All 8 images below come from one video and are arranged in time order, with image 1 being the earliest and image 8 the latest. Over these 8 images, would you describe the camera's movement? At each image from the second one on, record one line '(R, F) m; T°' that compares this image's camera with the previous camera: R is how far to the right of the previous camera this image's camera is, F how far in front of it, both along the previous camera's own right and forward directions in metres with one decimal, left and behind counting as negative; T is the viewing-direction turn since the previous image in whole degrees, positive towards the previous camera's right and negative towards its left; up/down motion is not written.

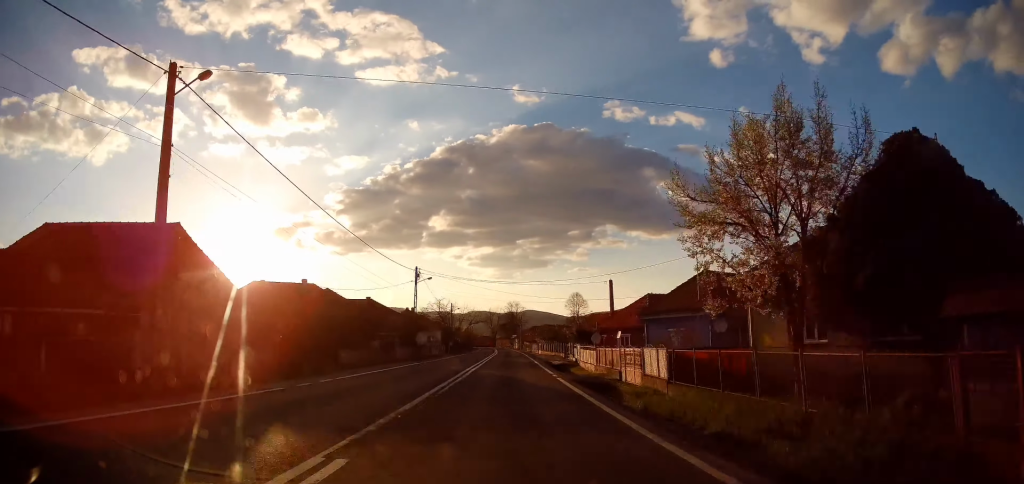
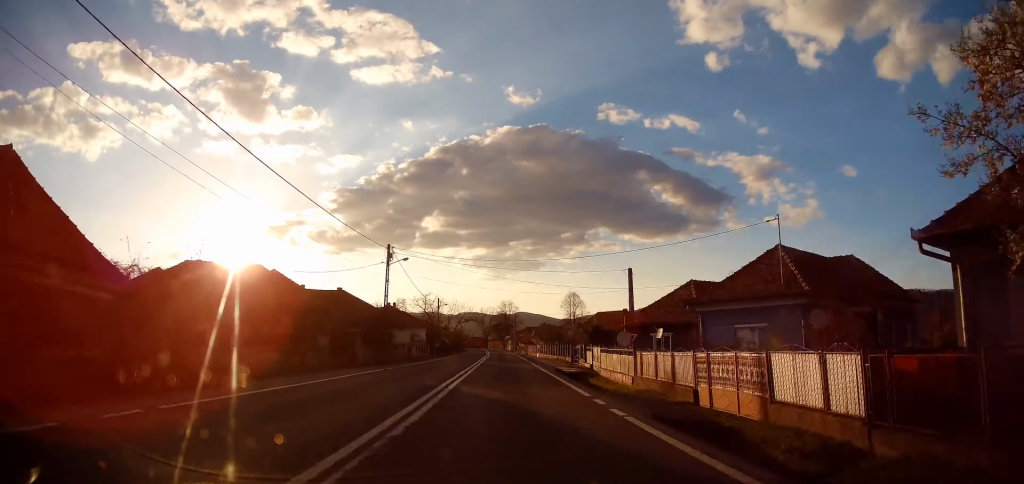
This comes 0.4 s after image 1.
(+0.1, +10.0) m; +3°
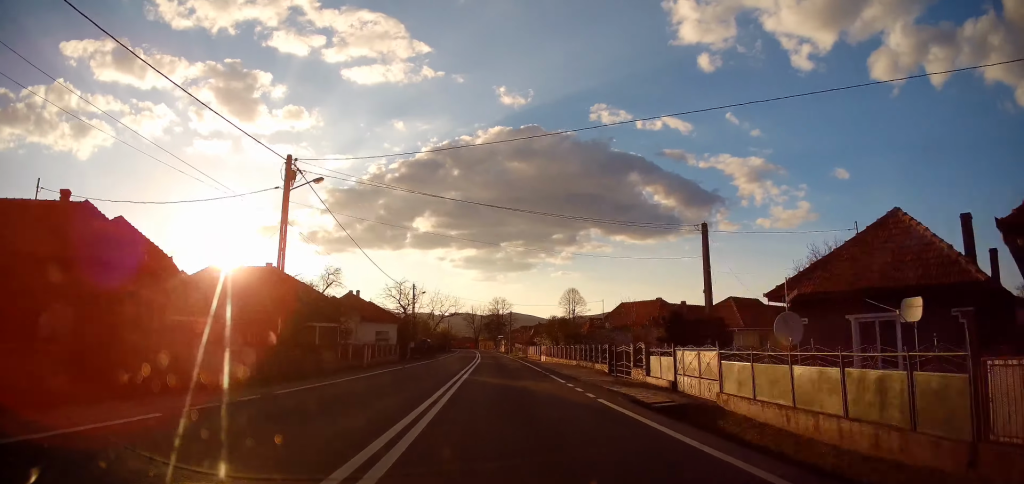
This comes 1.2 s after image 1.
(+0.7, +17.3) m; +2°
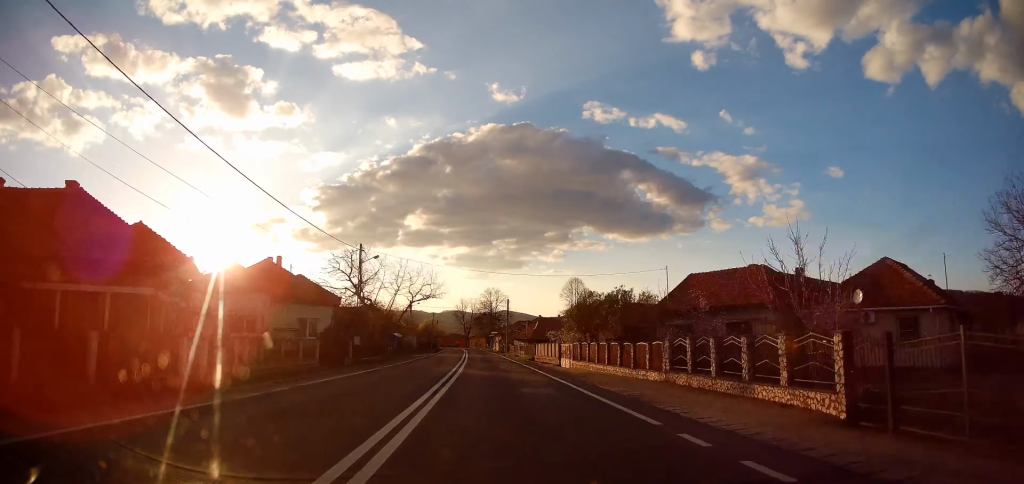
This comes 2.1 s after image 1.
(+0.2, +21.5) m; +2°
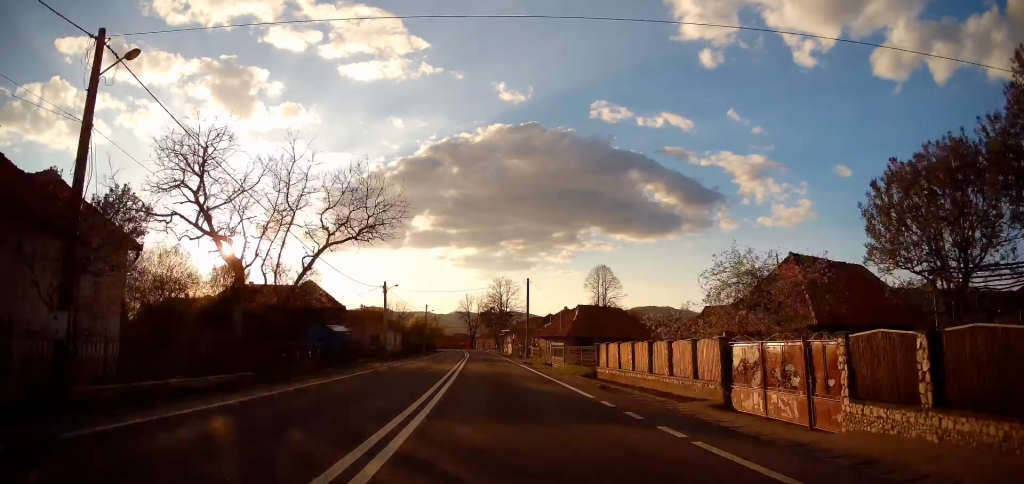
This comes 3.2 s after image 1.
(+0.5, +27.4) m; +1°
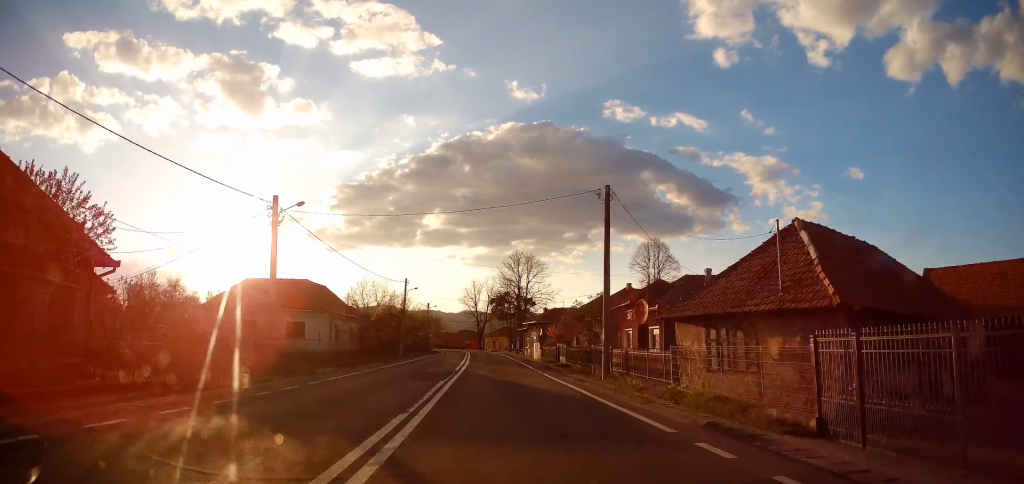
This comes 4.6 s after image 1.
(-0.6, +33.8) m; -2°
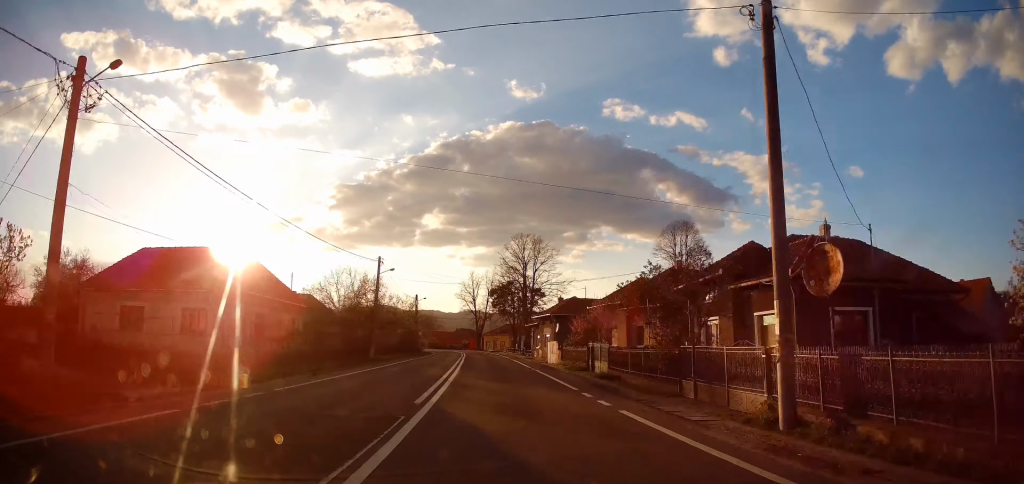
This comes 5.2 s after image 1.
(0.0, +14.4) m; 0°
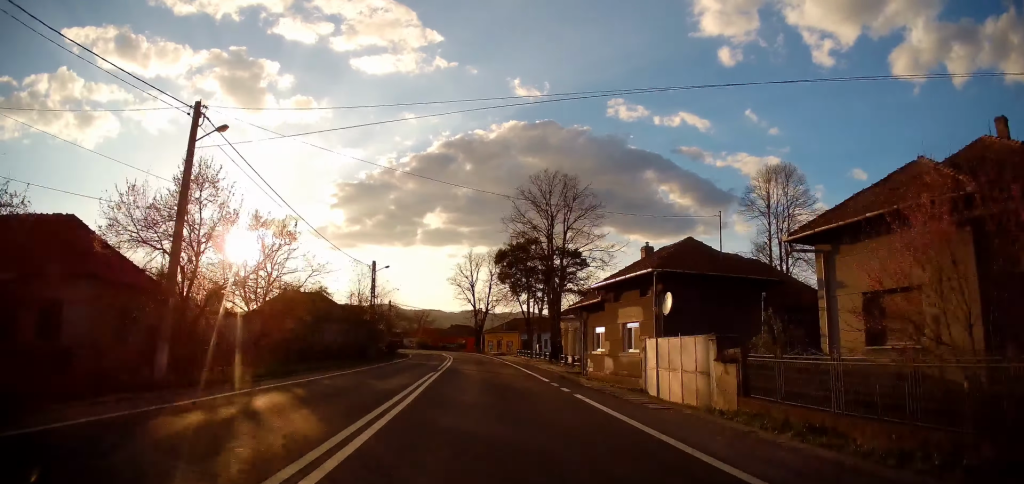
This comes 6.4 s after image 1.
(+0.2, +29.3) m; -1°
